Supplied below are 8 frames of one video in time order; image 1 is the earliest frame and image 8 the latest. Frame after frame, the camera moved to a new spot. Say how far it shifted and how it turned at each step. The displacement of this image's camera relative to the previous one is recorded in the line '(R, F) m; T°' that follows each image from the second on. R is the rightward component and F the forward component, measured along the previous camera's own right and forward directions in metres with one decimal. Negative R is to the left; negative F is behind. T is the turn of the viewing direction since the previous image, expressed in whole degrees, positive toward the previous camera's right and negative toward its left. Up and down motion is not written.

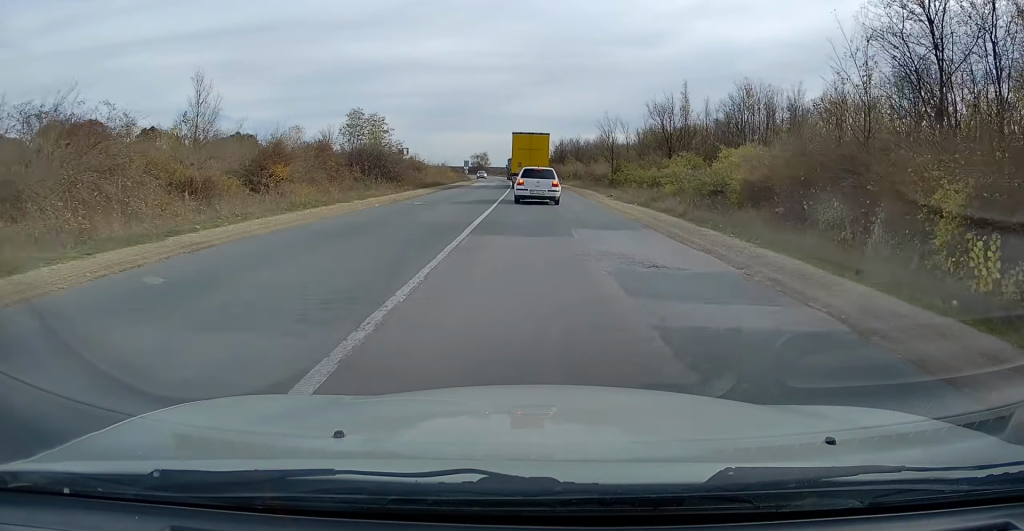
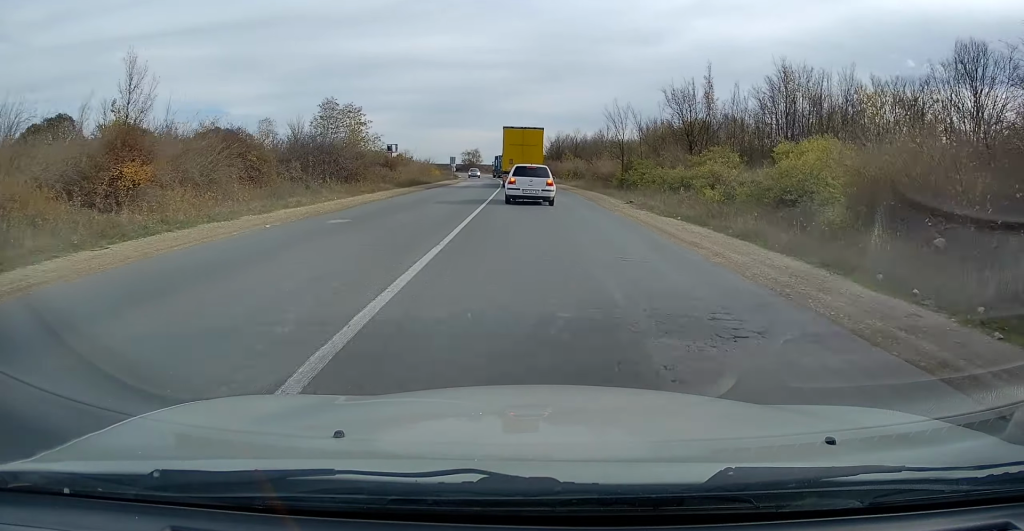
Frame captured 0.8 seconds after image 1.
(0.0, +10.0) m; +1°
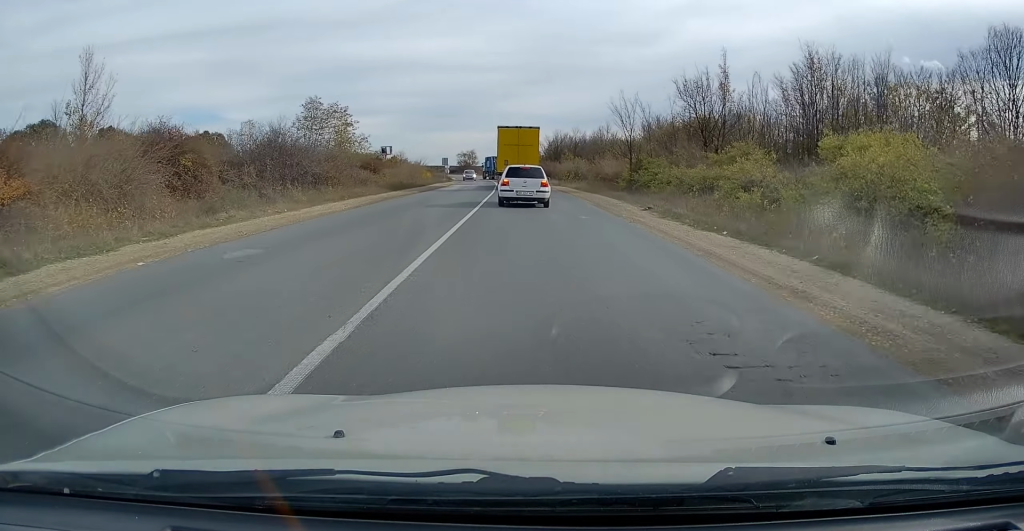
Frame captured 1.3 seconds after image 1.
(0.0, +5.6) m; 0°
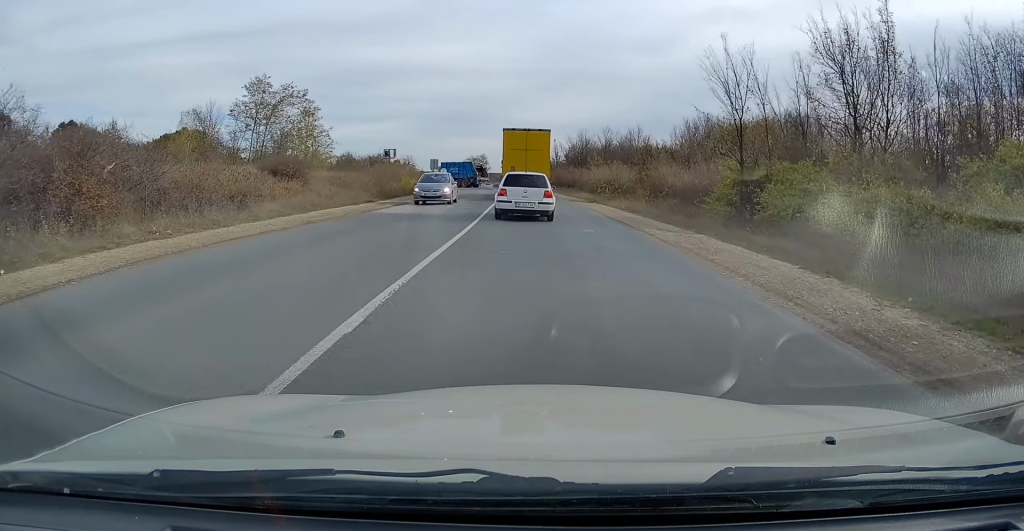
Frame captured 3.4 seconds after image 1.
(0.0, +21.1) m; -1°
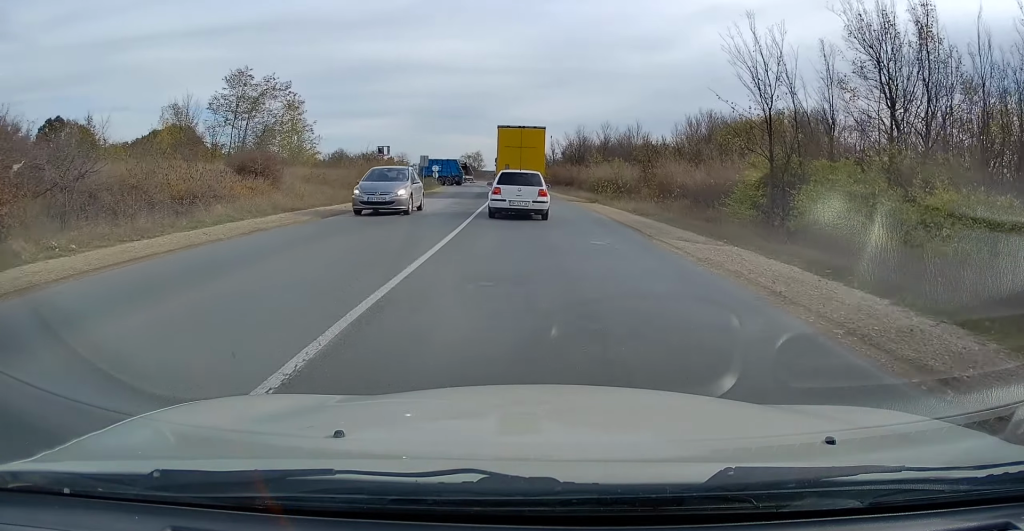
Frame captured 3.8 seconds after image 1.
(0.0, +3.6) m; 0°
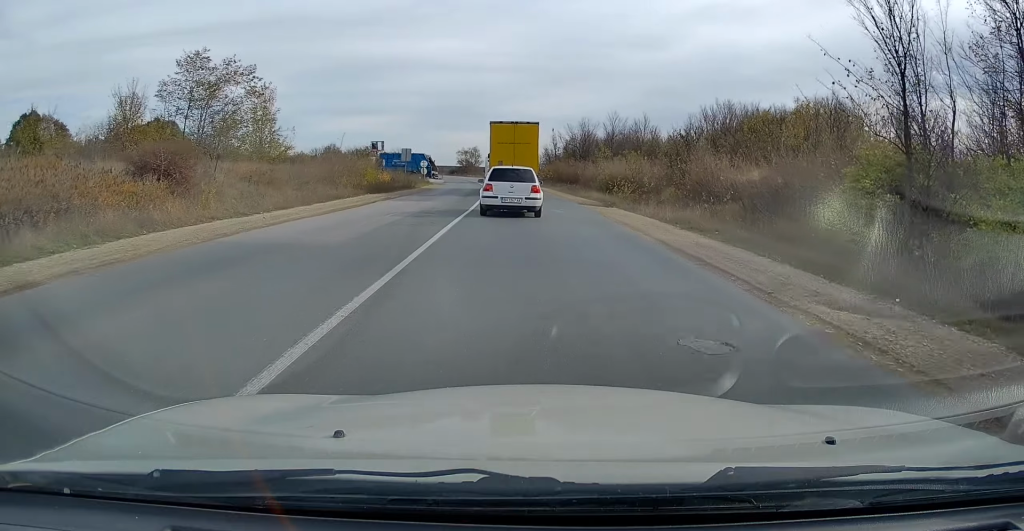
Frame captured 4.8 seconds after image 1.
(0.0, +8.7) m; 0°
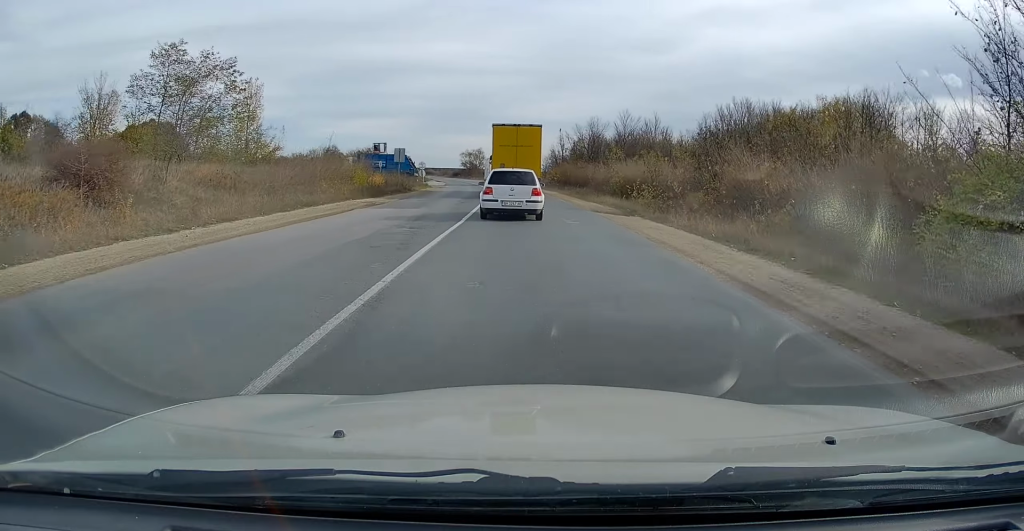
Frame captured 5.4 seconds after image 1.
(+0.1, +4.6) m; +1°
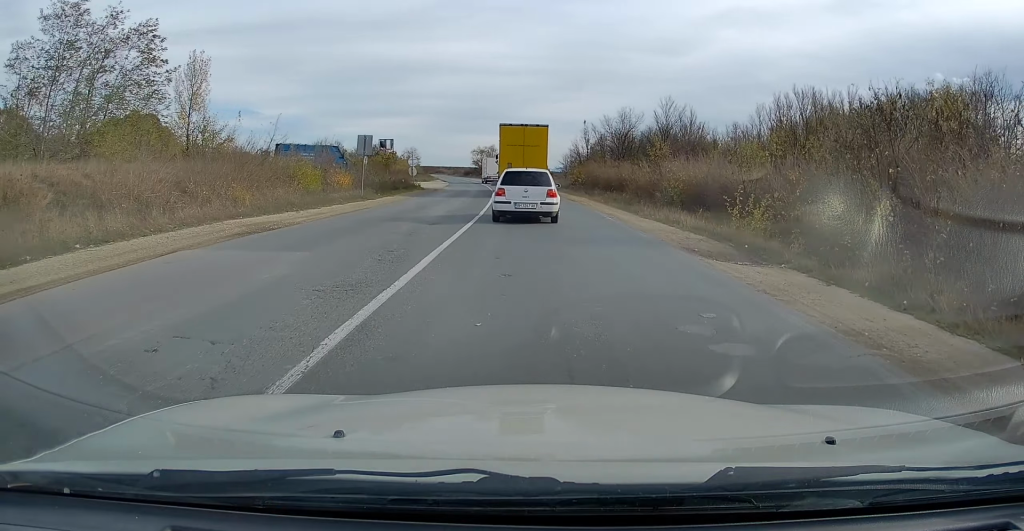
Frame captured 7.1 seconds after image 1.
(-0.1, +13.1) m; -2°
